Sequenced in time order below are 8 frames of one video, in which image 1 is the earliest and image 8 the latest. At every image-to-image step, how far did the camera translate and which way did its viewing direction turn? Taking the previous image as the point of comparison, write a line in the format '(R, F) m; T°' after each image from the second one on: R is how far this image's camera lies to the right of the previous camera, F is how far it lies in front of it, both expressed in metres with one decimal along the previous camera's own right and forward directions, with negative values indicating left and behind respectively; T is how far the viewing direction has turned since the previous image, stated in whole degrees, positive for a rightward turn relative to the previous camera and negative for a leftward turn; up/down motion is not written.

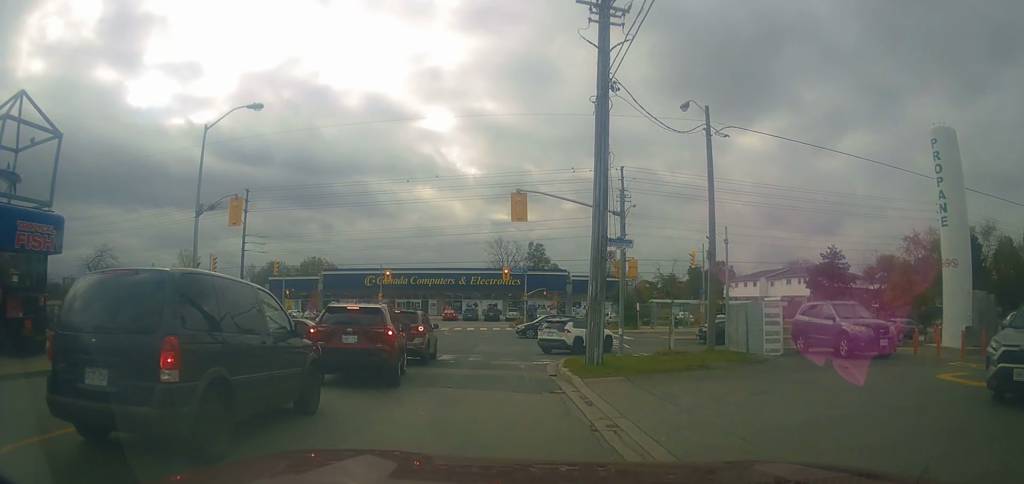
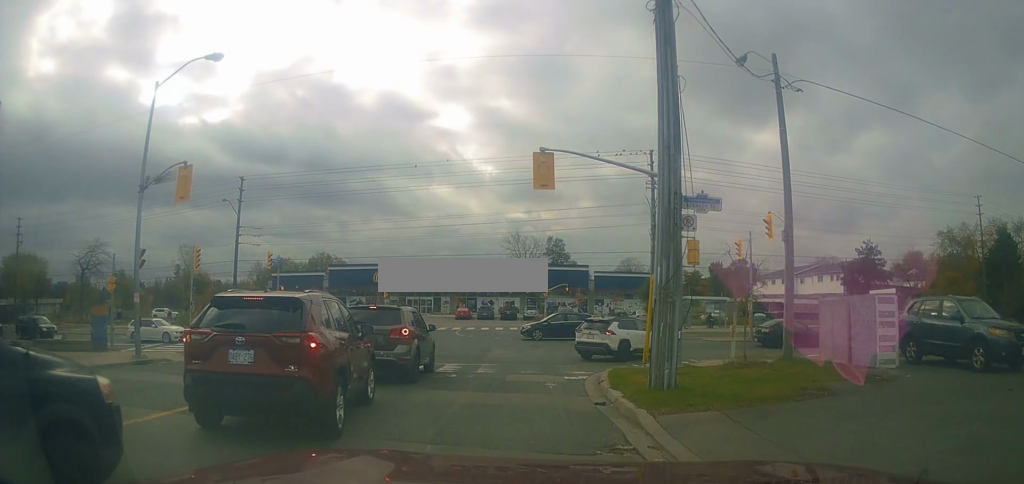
(0.0, +5.4) m; -4°
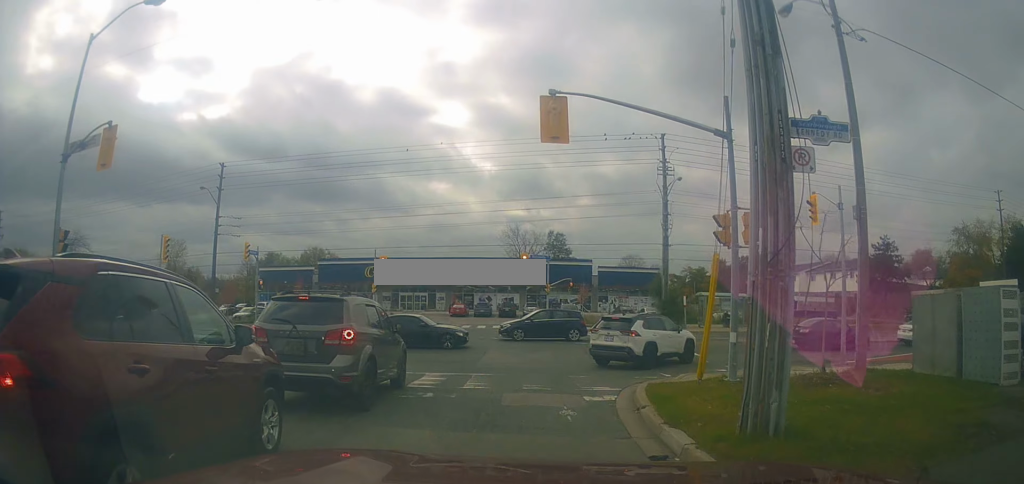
(-0.3, +4.3) m; -5°
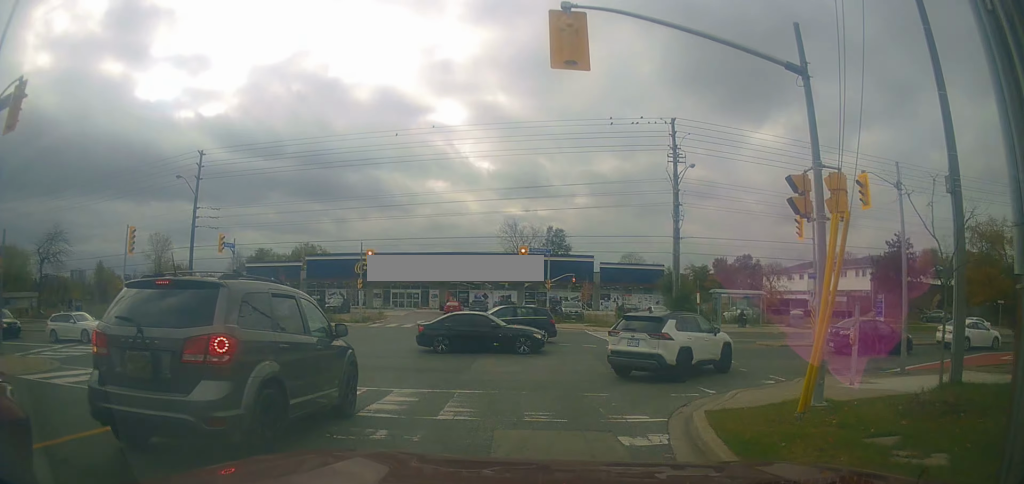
(-0.1, +4.1) m; +1°
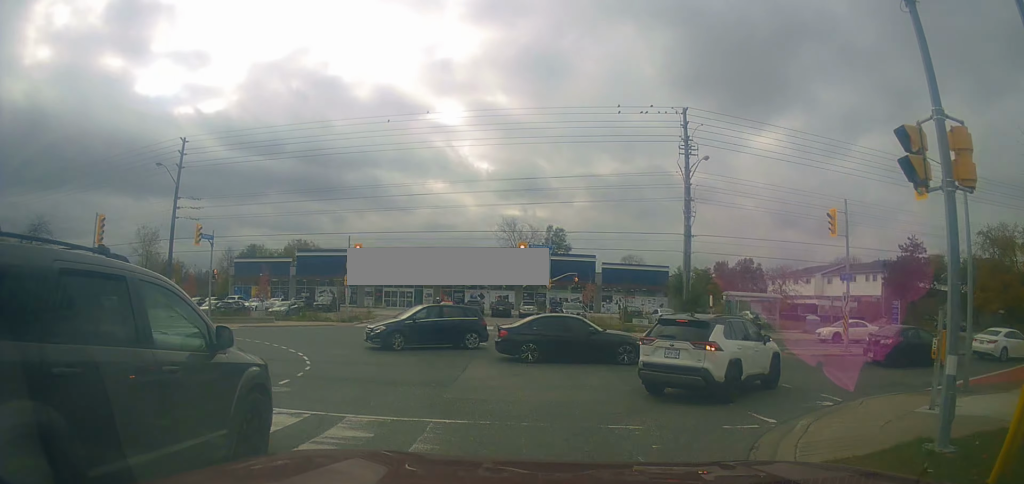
(+0.2, +3.7) m; +6°
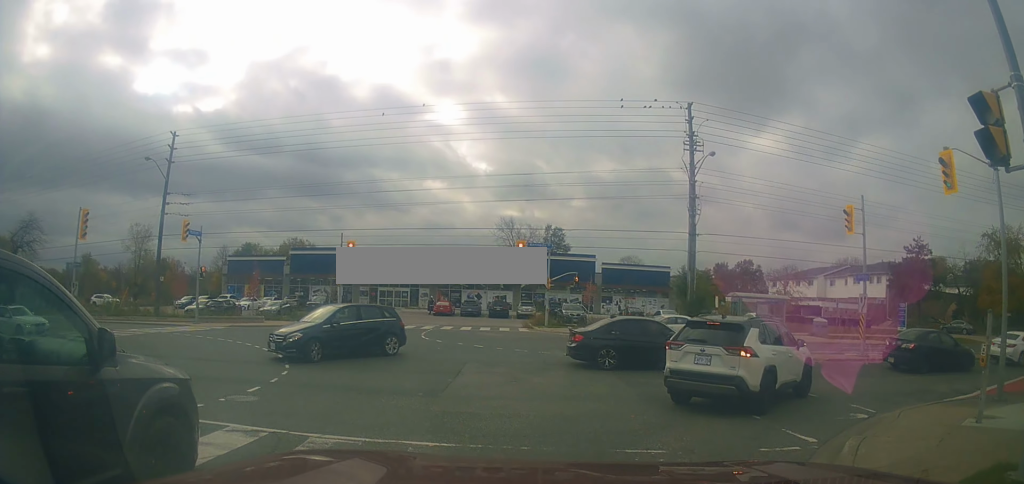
(0.0, +2.1) m; +3°
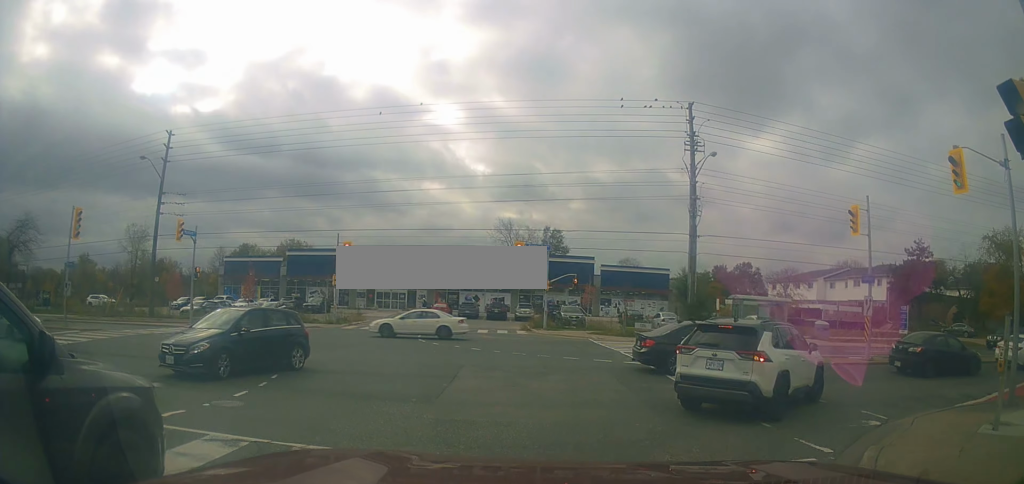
(+0.2, +1.1) m; 0°
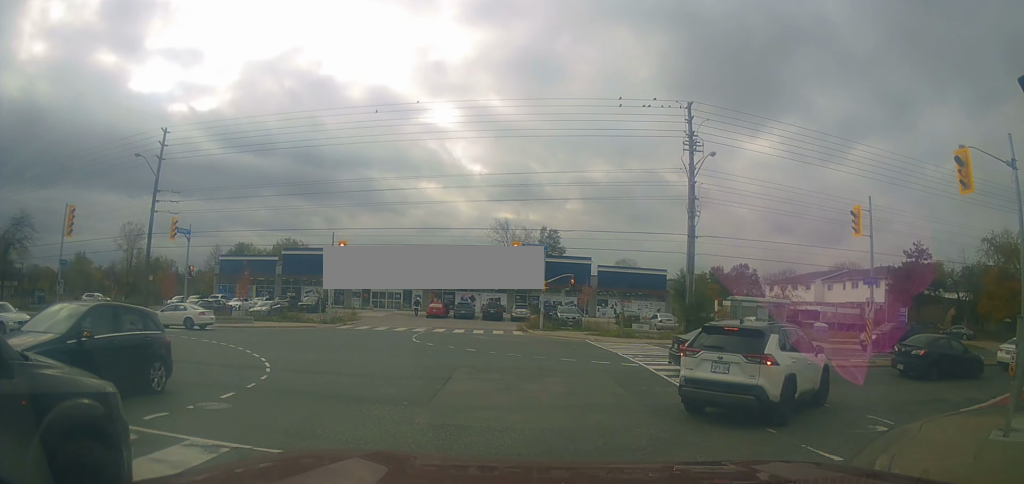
(-0.1, +0.4) m; 0°
